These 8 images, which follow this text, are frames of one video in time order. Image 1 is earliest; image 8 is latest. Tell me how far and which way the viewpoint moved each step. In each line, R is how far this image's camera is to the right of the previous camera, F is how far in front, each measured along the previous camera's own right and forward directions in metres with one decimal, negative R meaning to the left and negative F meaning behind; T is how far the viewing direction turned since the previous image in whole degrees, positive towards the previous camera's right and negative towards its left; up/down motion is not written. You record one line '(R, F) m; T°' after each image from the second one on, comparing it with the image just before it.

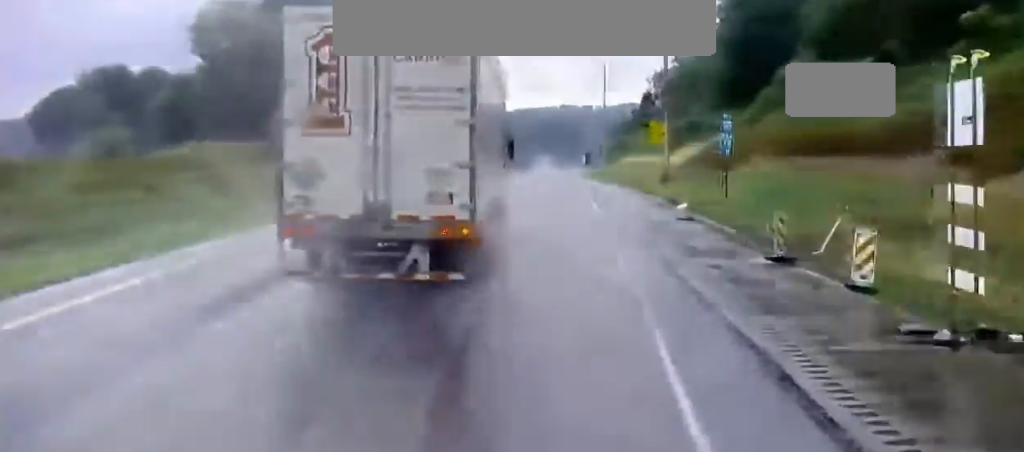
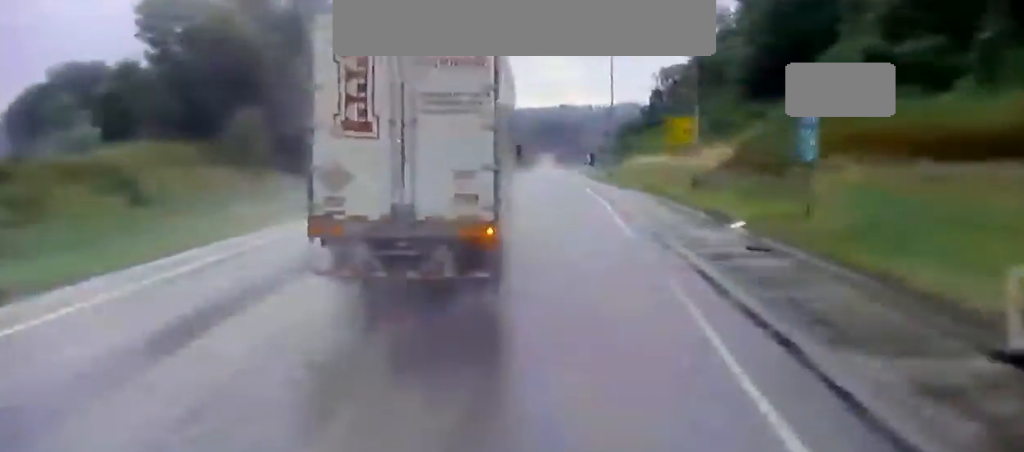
(0.0, +11.6) m; 0°
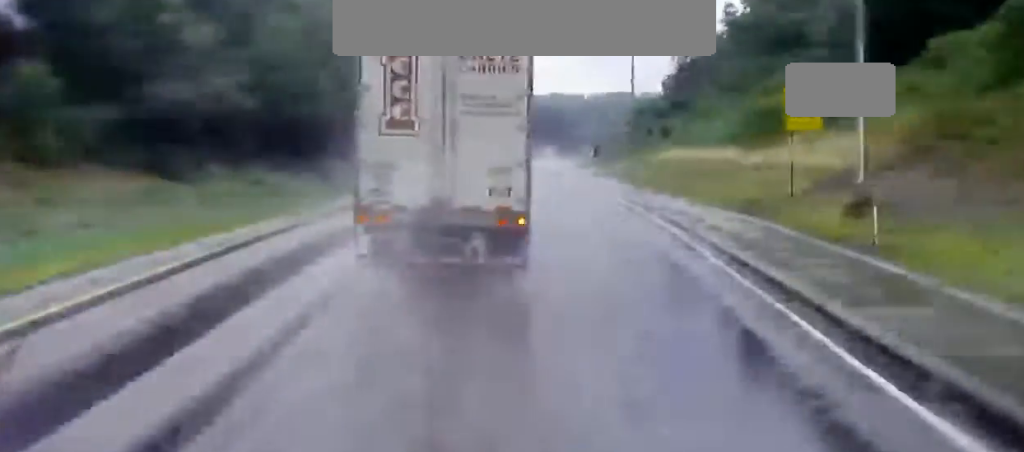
(0.0, +27.5) m; 0°
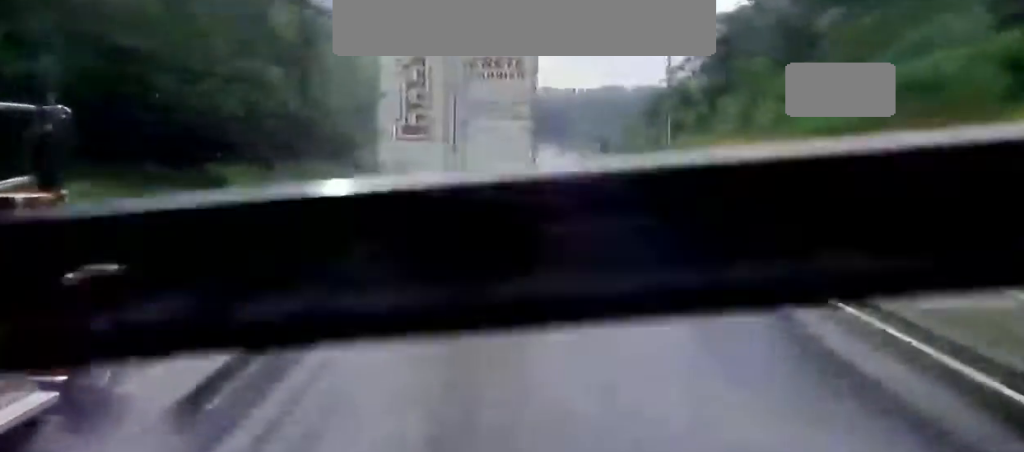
(0.0, +26.0) m; 0°
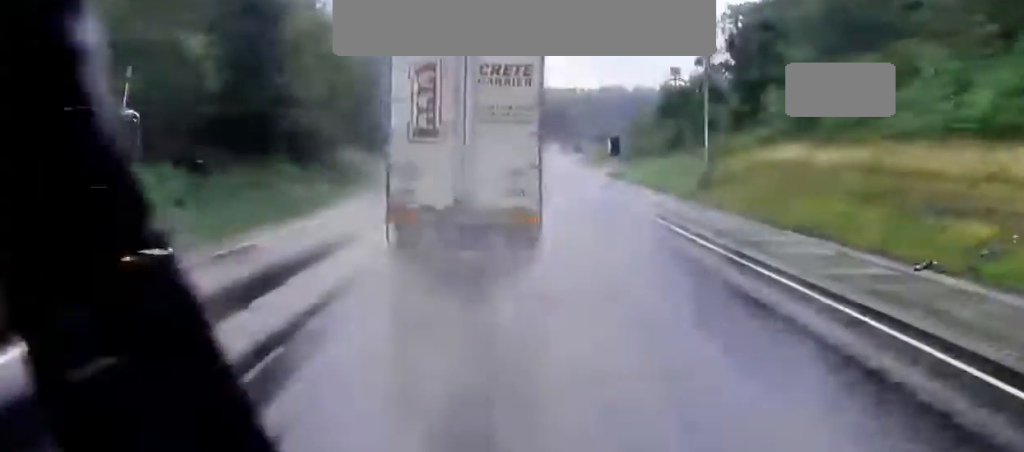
(0.0, +12.0) m; 0°
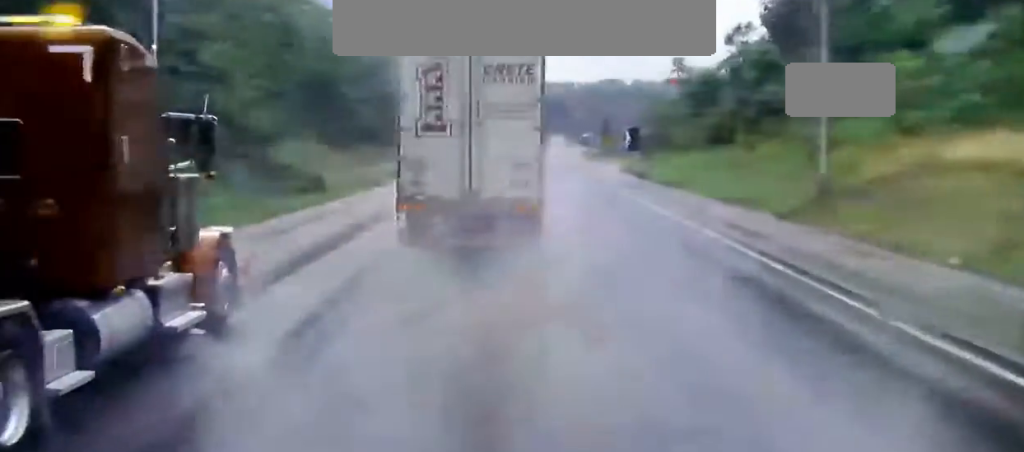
(0.0, +20.3) m; 0°
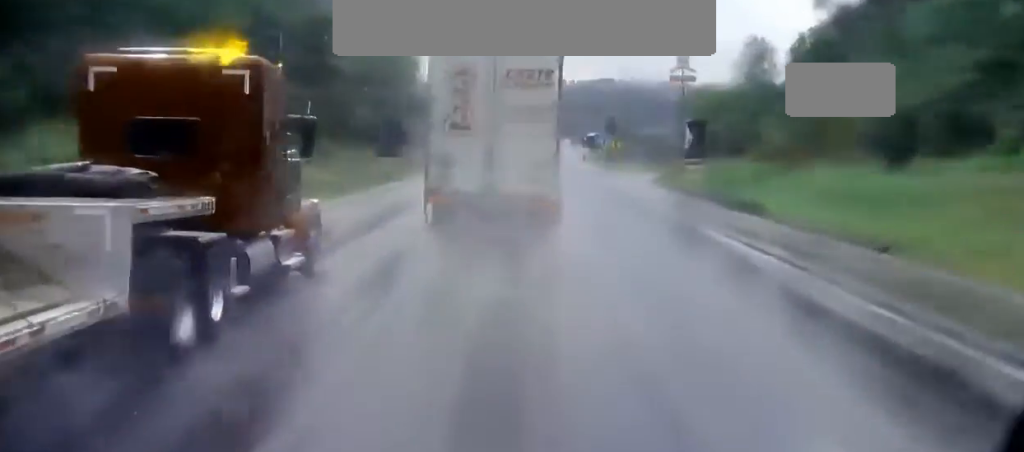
(0.0, +34.3) m; 0°
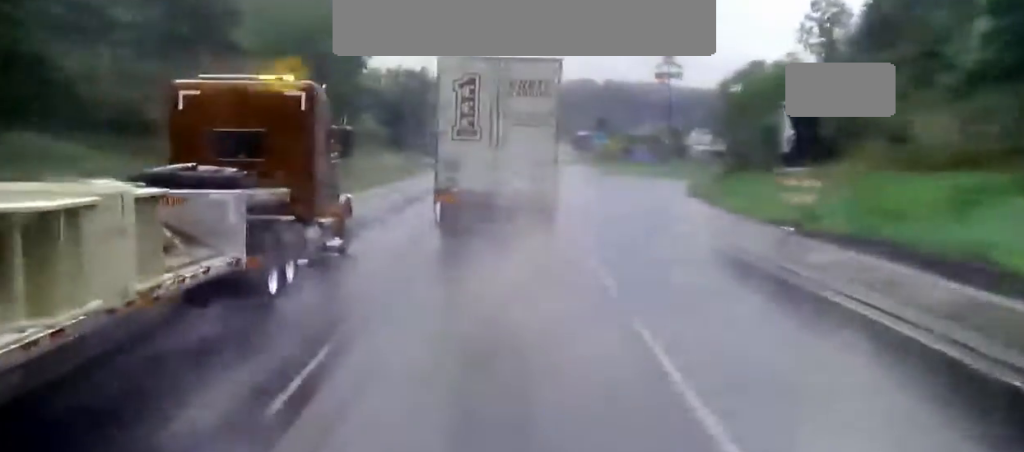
(+0.1, +29.8) m; +1°
